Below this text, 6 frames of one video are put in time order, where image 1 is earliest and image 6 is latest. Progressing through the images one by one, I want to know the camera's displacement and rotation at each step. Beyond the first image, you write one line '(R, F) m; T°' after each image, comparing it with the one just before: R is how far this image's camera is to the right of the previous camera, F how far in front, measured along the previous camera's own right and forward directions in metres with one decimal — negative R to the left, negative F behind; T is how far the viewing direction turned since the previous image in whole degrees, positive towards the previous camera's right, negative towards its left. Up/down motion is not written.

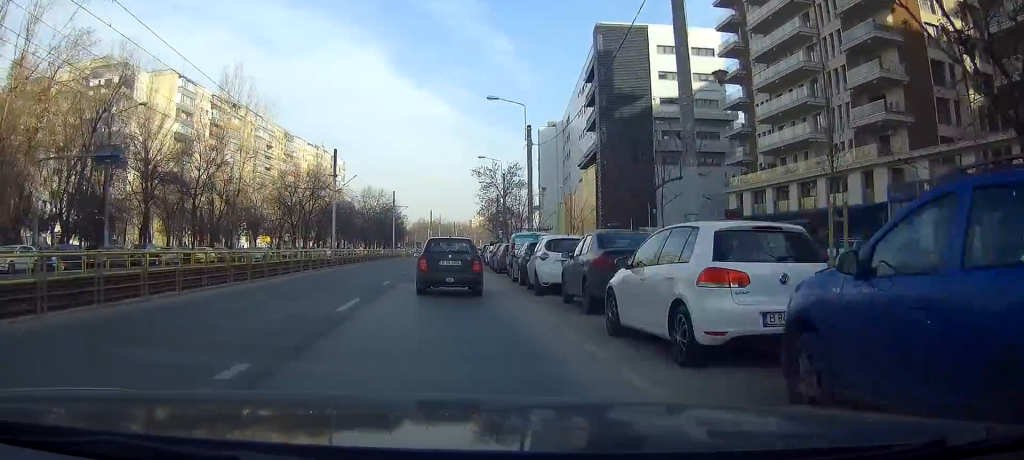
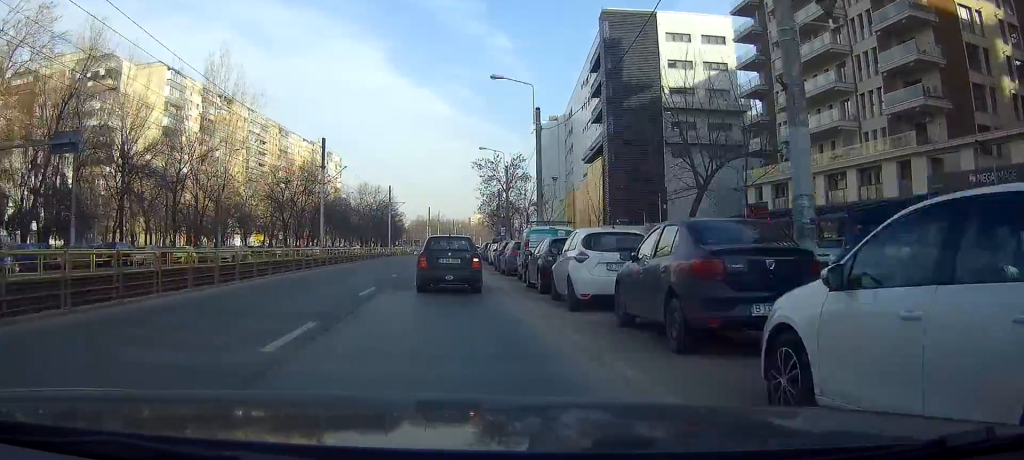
(0.0, +5.0) m; 0°
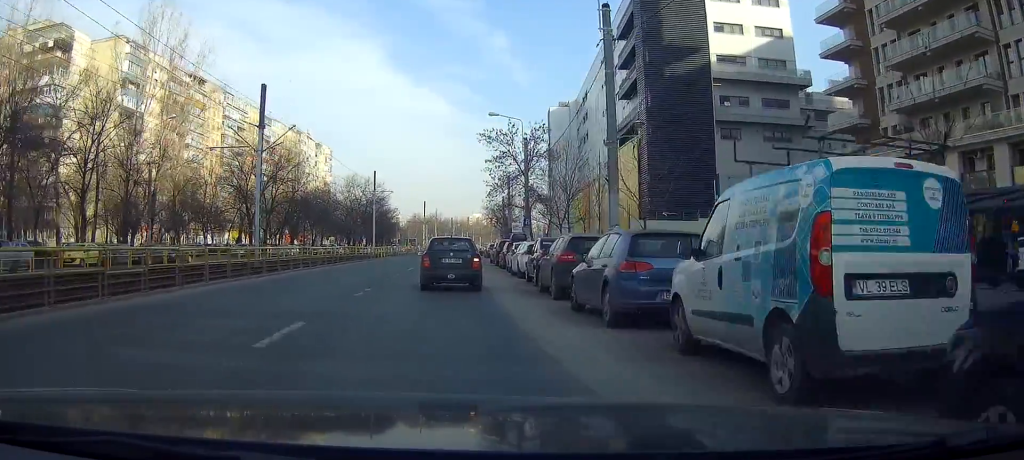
(+0.2, +18.5) m; +1°
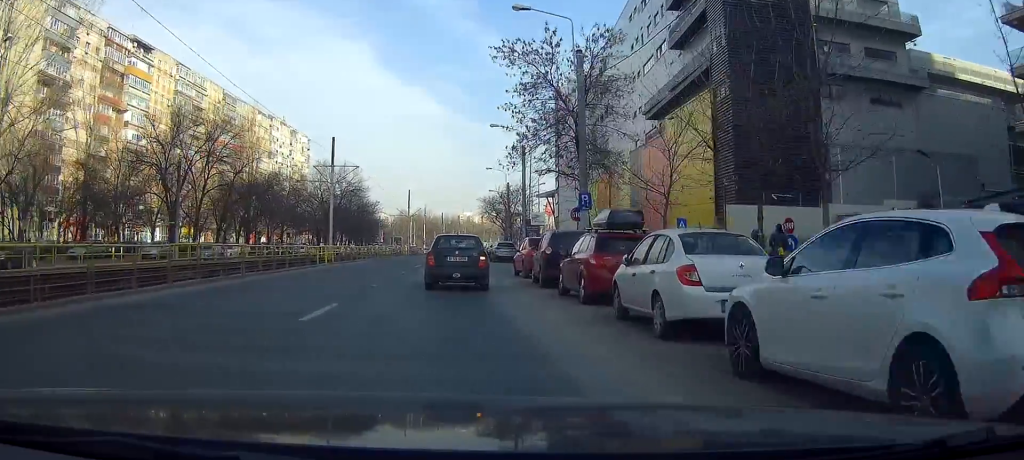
(+0.4, +25.9) m; +1°
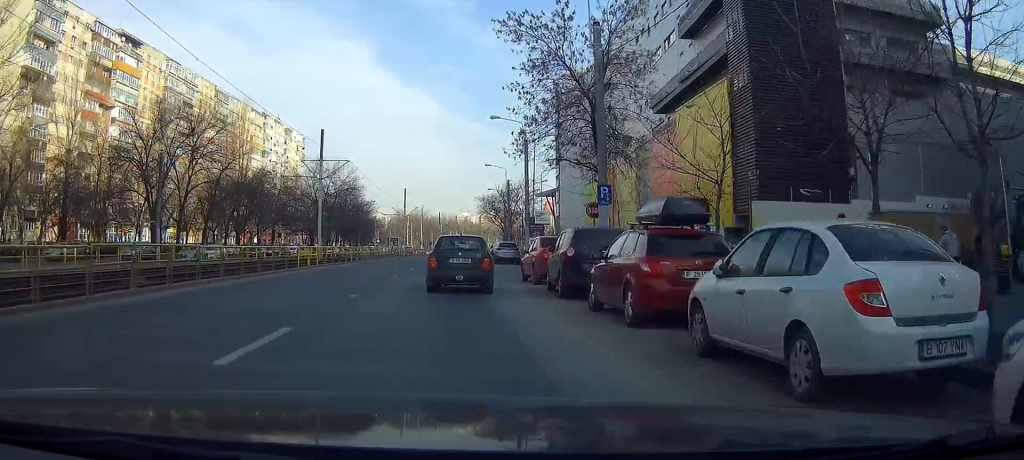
(0.0, +4.4) m; 0°
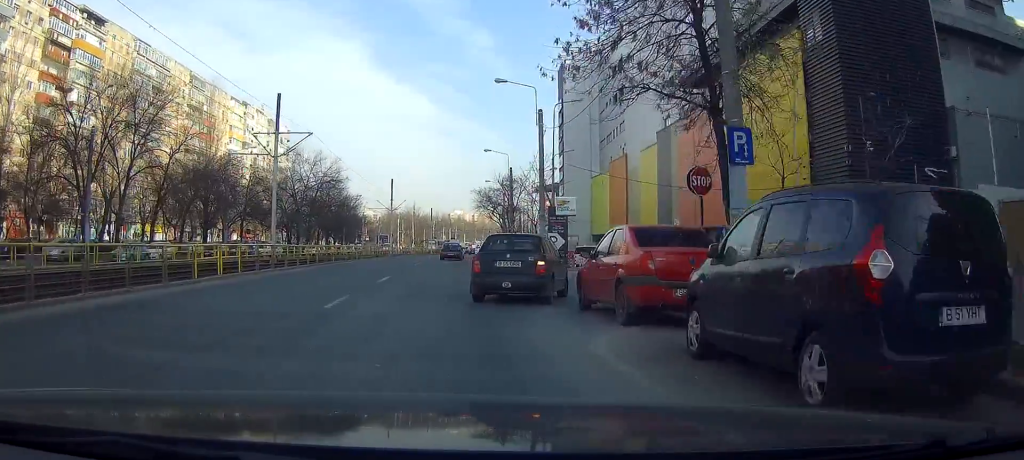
(+0.1, +13.5) m; 0°
